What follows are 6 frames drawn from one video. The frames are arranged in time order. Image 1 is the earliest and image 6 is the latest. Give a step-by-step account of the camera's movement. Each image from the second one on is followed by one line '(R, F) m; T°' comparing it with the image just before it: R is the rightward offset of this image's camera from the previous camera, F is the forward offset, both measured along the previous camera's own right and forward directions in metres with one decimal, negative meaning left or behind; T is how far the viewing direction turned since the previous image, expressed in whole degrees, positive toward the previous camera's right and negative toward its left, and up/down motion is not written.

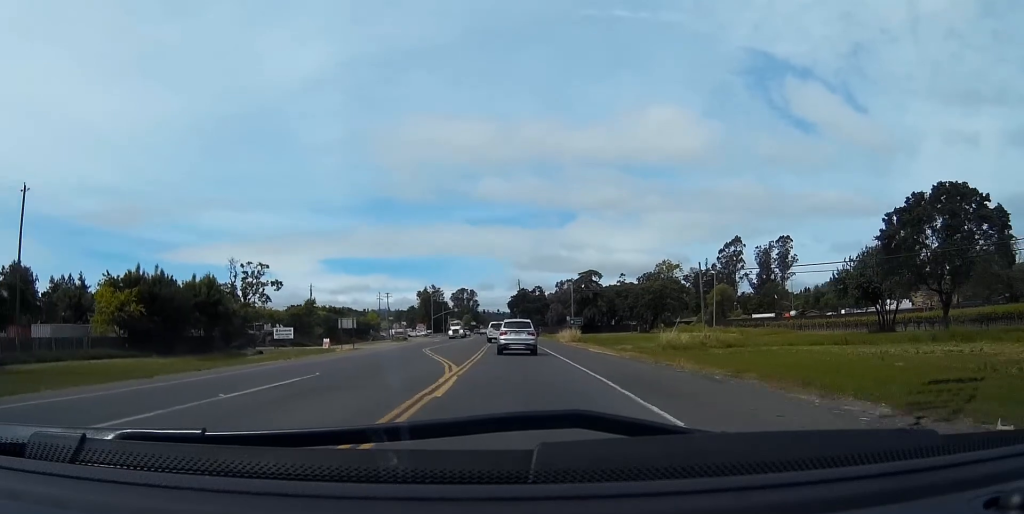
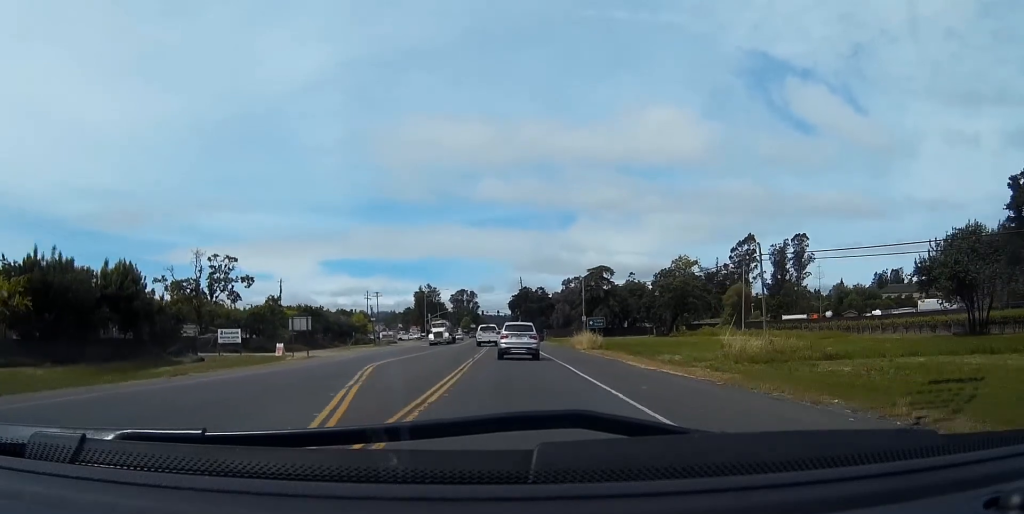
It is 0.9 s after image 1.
(0.0, +17.5) m; 0°
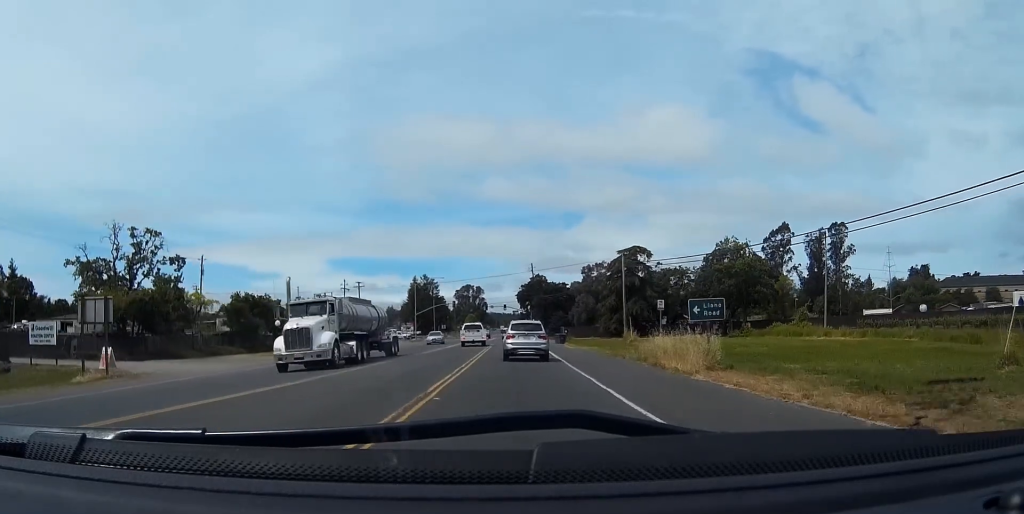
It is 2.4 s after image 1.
(-0.4, +31.7) m; -1°
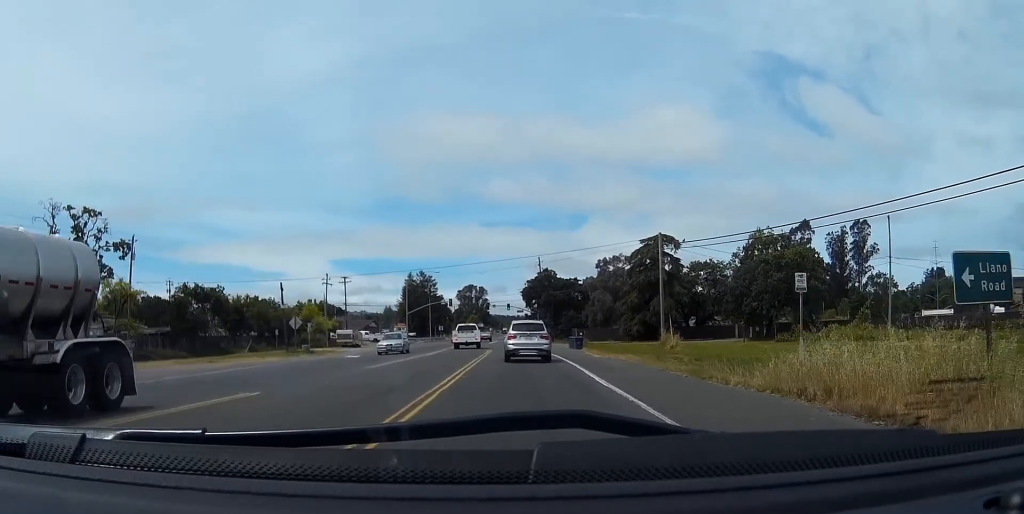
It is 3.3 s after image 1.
(-0.1, +16.9) m; 0°
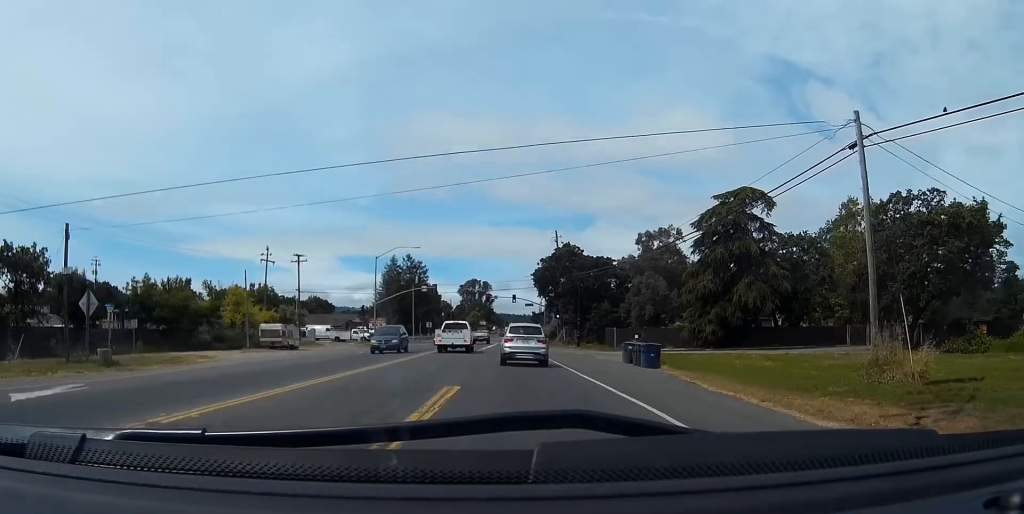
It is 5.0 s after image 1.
(-0.2, +34.5) m; -1°
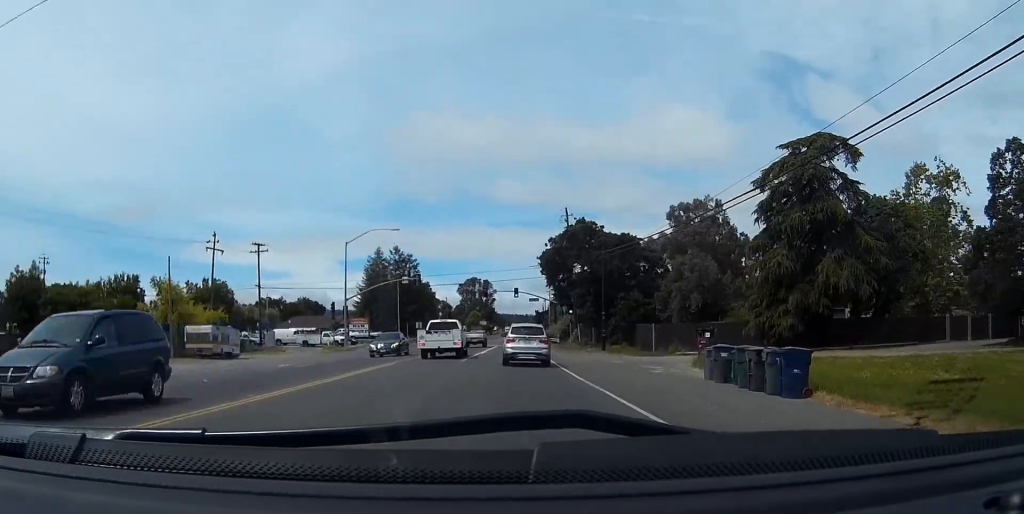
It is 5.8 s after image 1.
(0.0, +17.6) m; 0°
